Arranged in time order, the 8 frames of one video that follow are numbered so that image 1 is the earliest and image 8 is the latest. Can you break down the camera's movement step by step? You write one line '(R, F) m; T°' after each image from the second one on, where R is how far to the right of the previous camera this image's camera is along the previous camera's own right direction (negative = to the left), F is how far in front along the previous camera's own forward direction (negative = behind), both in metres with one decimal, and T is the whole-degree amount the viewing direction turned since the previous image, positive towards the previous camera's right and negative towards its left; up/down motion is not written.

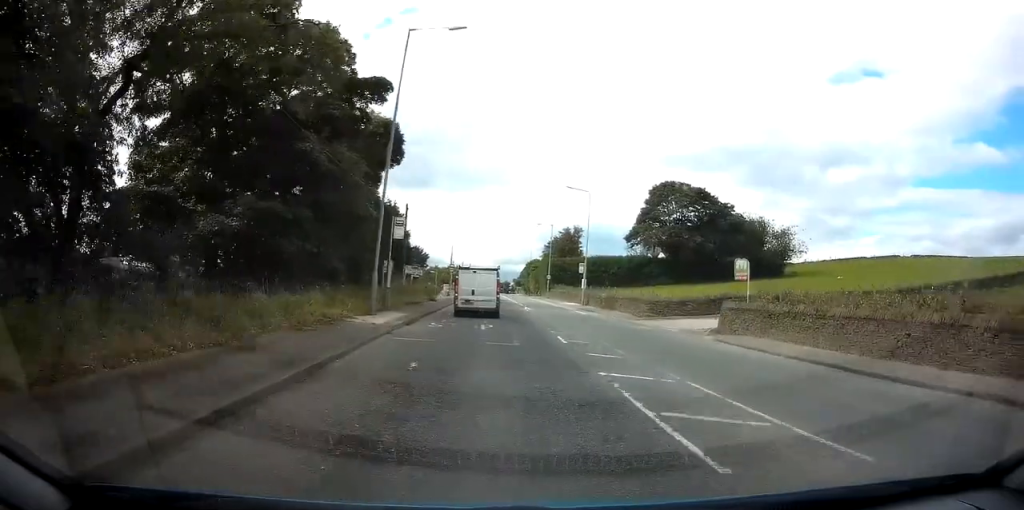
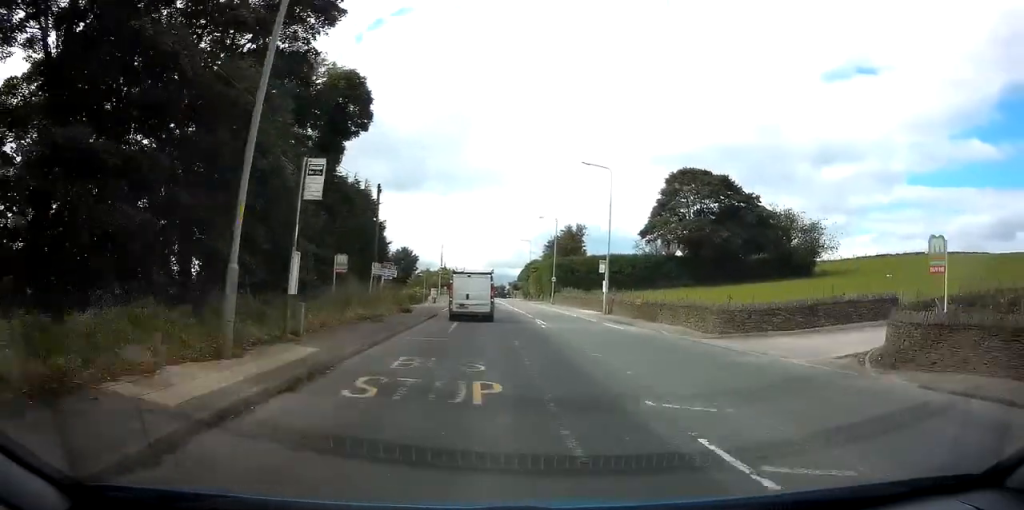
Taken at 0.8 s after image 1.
(-0.2, +10.8) m; +1°
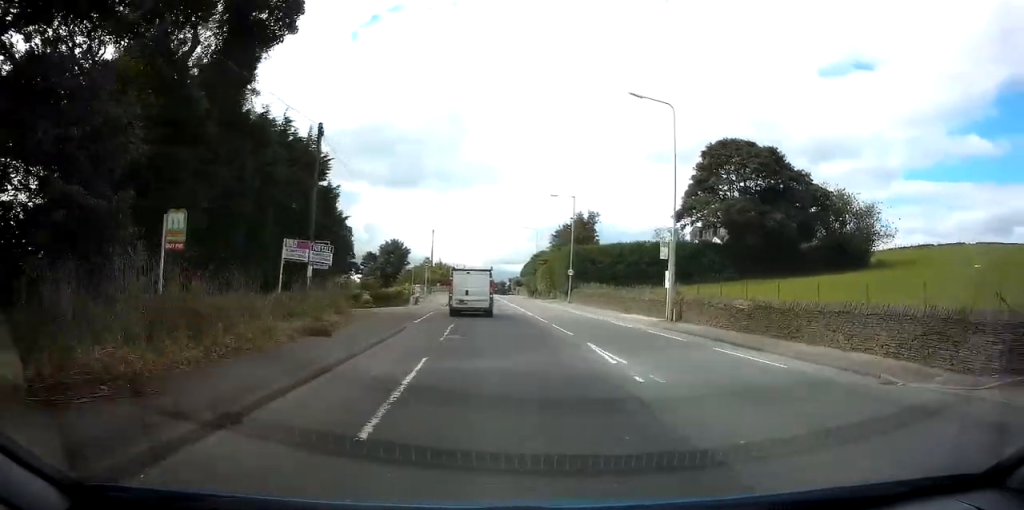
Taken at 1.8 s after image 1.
(+0.5, +13.9) m; +2°
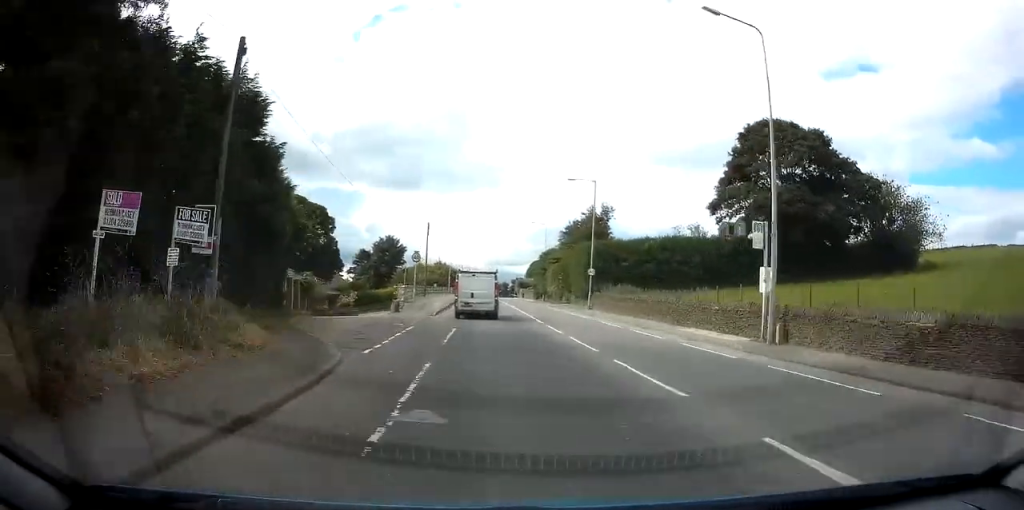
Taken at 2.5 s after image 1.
(0.0, +8.6) m; 0°
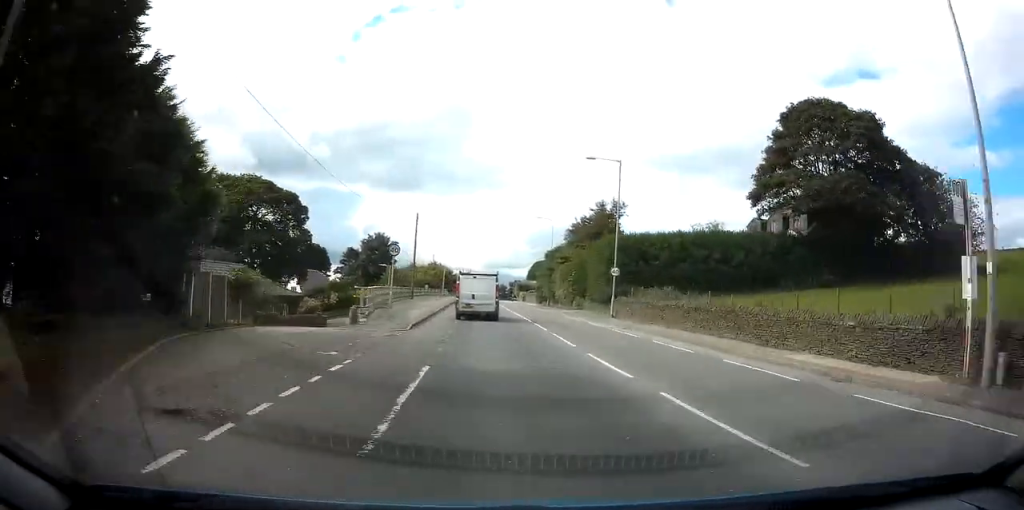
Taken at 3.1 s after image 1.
(0.0, +8.6) m; 0°
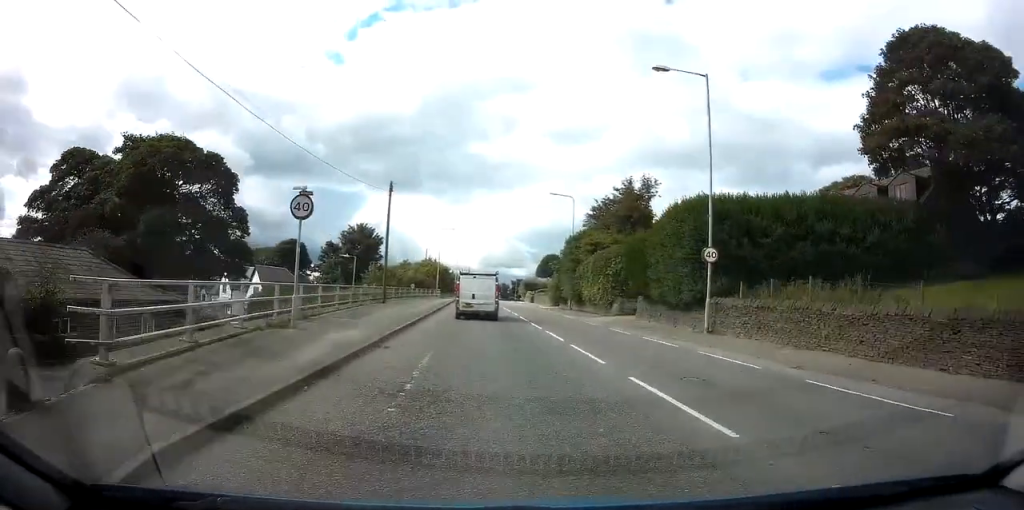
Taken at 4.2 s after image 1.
(-0.1, +14.9) m; 0°
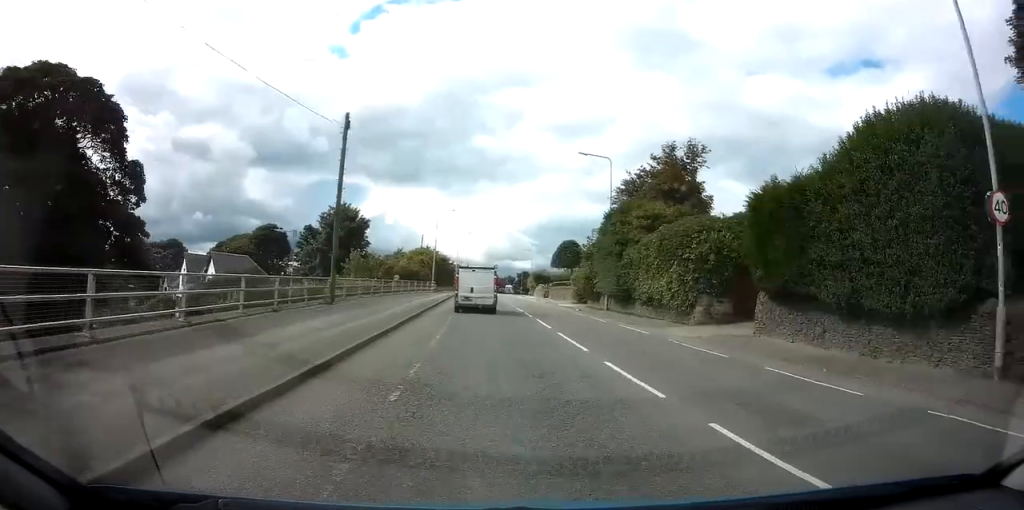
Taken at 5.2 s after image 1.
(+0.1, +13.0) m; 0°
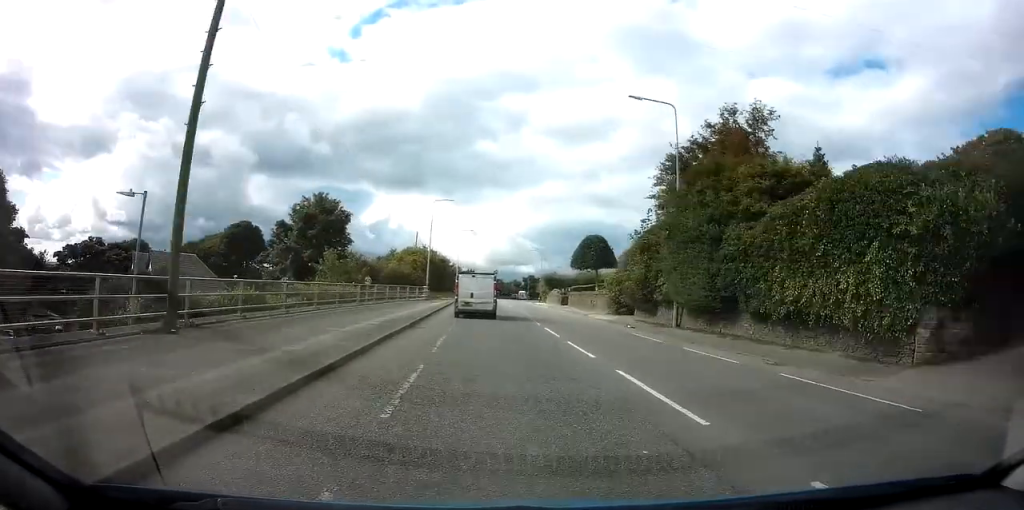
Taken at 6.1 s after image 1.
(0.0, +12.4) m; 0°
